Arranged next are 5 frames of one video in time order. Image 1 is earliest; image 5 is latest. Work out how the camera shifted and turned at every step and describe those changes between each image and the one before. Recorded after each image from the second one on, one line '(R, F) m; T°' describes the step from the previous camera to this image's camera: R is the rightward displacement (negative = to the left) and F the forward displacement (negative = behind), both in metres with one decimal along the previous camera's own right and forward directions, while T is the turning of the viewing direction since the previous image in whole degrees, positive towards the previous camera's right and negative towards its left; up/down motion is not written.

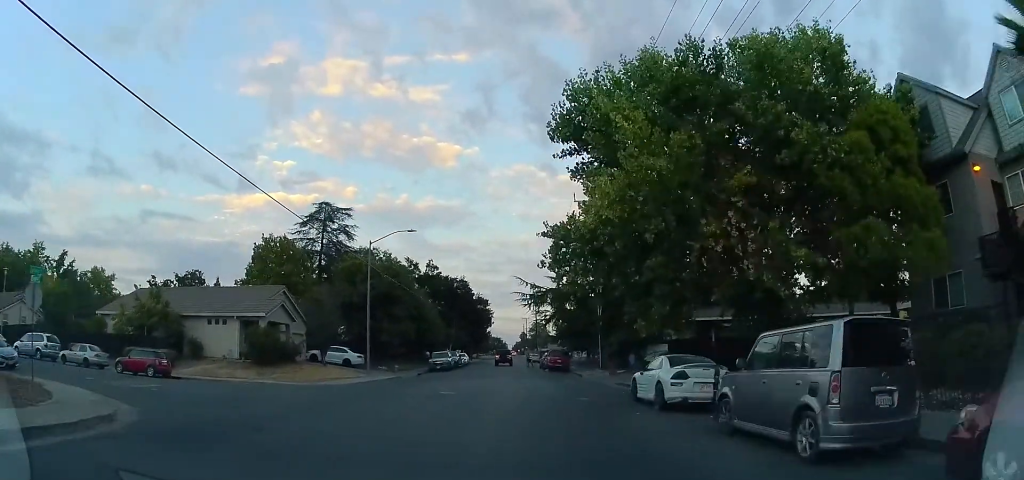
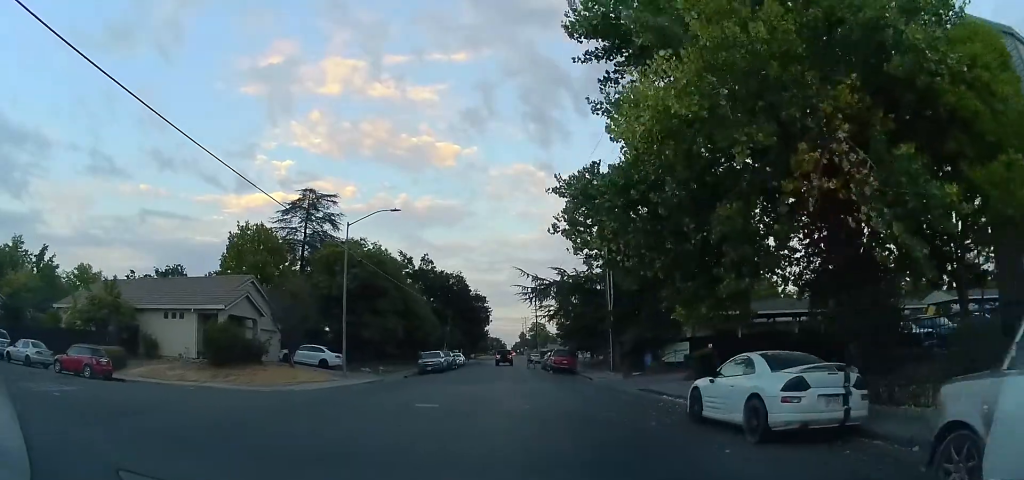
(-0.2, +5.0) m; -2°
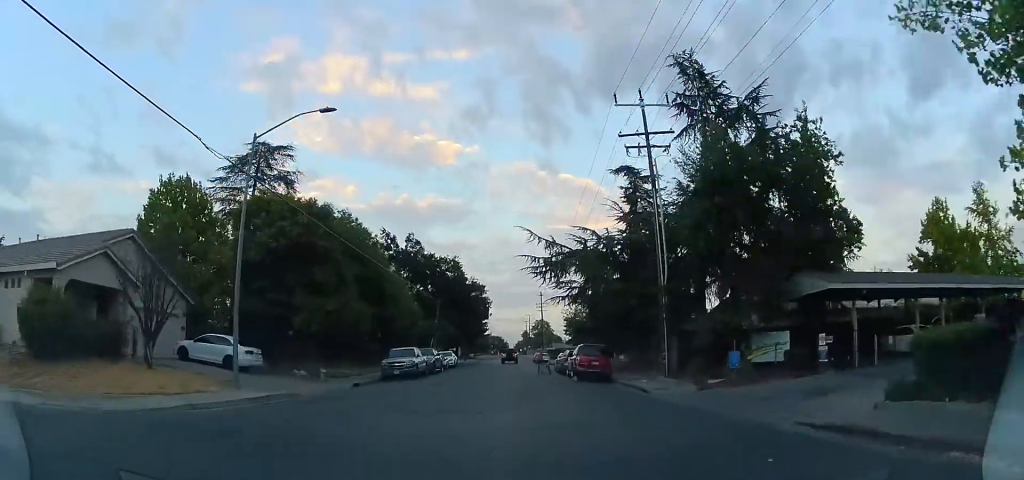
(0.0, +12.7) m; 0°
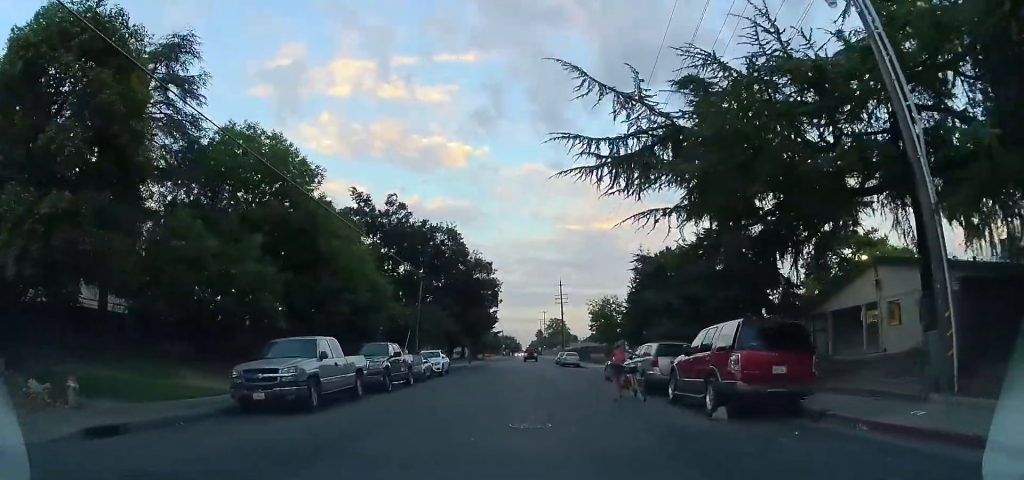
(0.0, +18.3) m; 0°
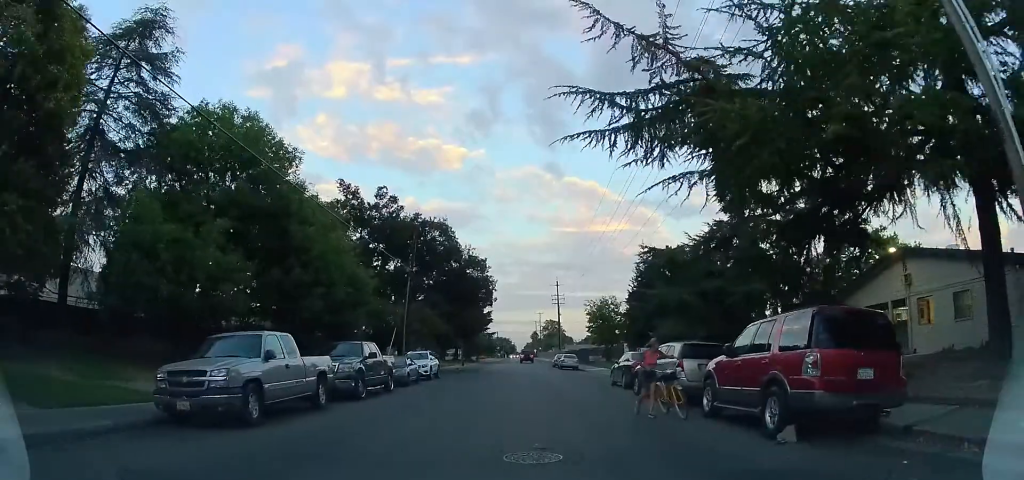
(0.0, +2.9) m; 0°
